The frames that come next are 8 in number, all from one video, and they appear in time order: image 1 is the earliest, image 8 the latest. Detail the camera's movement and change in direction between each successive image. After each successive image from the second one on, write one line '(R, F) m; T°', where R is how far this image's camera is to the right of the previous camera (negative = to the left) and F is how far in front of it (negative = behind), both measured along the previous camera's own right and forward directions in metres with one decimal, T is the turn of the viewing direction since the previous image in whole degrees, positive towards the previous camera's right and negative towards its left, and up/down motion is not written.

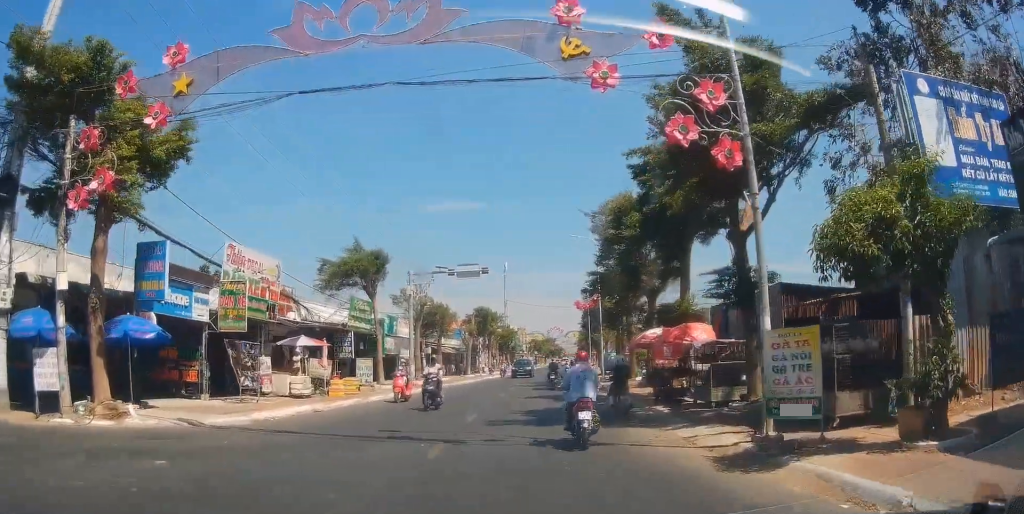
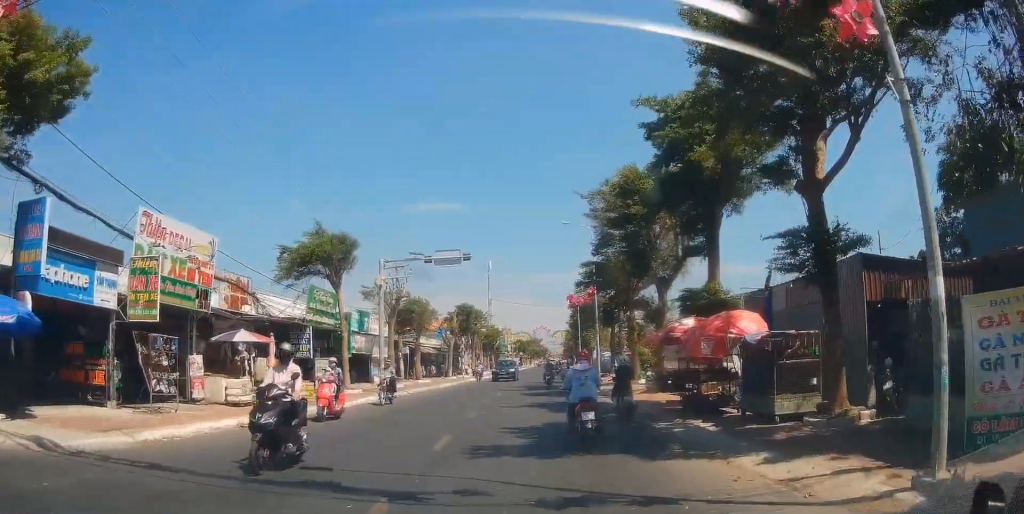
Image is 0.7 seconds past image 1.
(-0.1, +5.1) m; +3°
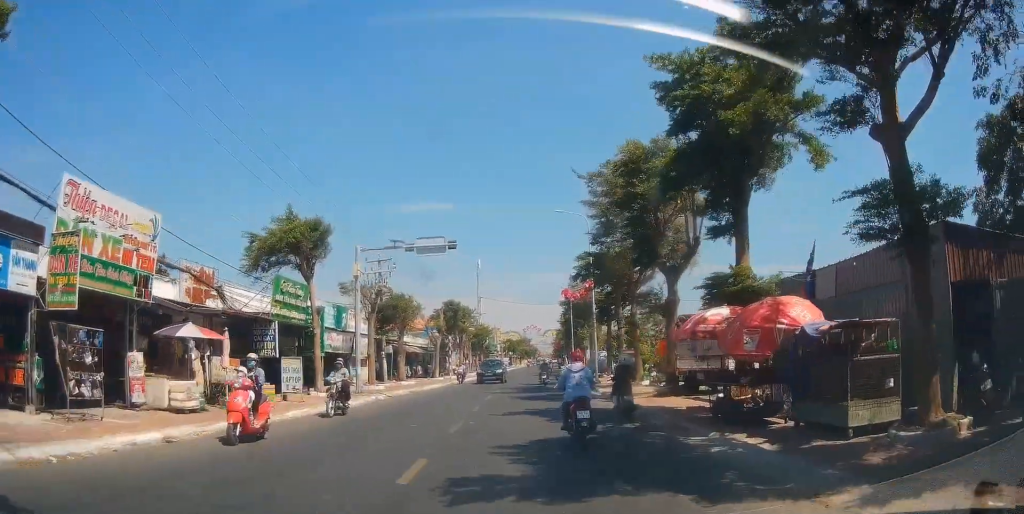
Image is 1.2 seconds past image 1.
(+0.2, +3.3) m; 0°
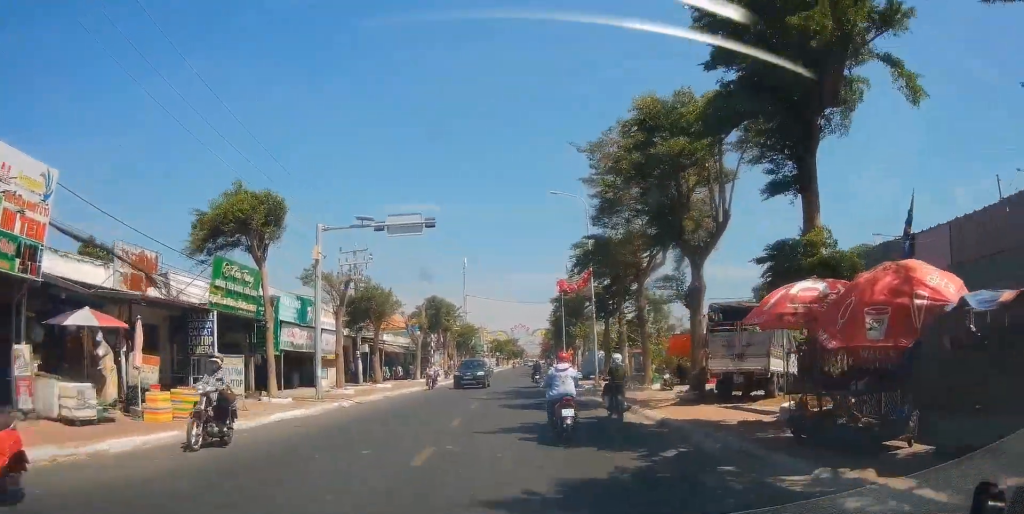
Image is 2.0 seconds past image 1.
(+0.1, +4.8) m; 0°
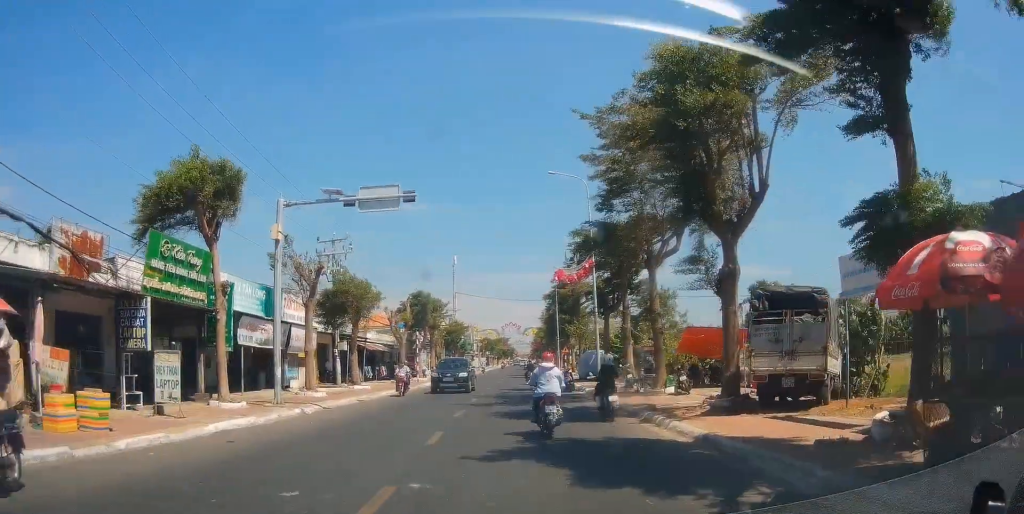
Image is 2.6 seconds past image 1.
(-0.3, +3.9) m; -1°
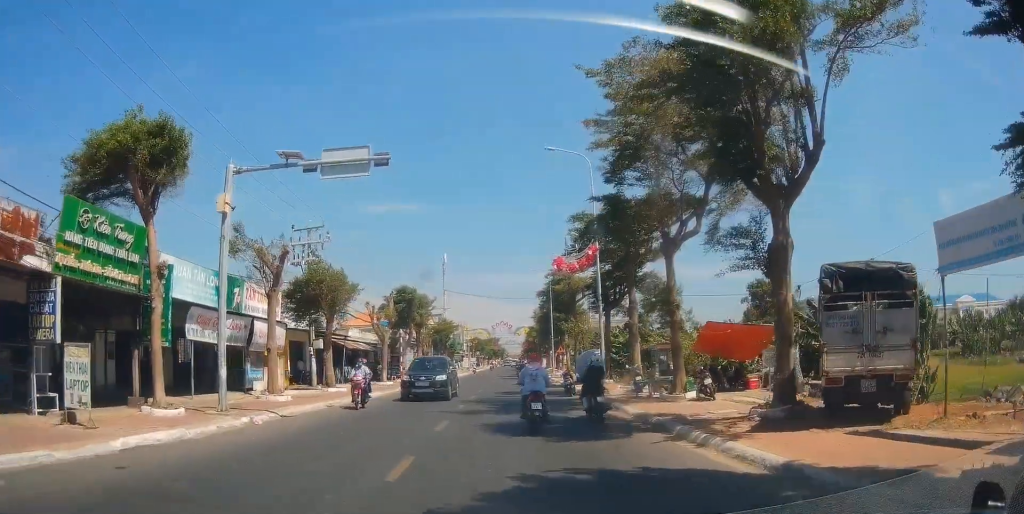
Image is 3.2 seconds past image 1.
(+0.1, +3.7) m; -1°
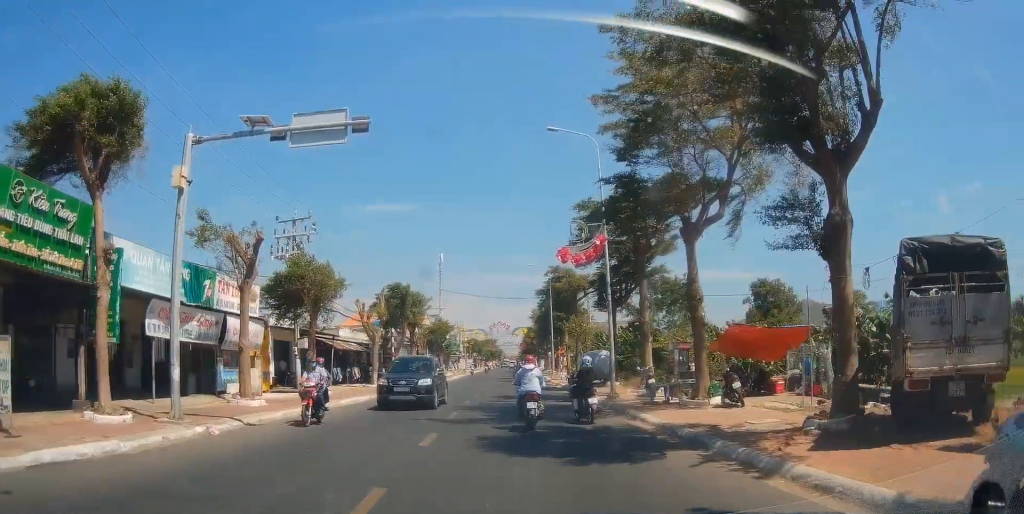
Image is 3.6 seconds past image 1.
(+0.2, +2.4) m; 0°
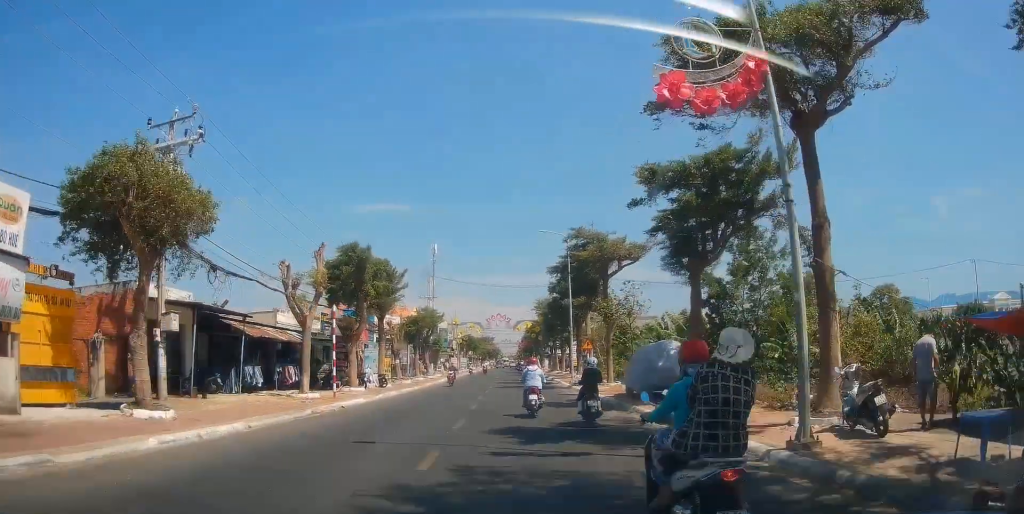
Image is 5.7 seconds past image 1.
(+1.3, +13.5) m; +7°
